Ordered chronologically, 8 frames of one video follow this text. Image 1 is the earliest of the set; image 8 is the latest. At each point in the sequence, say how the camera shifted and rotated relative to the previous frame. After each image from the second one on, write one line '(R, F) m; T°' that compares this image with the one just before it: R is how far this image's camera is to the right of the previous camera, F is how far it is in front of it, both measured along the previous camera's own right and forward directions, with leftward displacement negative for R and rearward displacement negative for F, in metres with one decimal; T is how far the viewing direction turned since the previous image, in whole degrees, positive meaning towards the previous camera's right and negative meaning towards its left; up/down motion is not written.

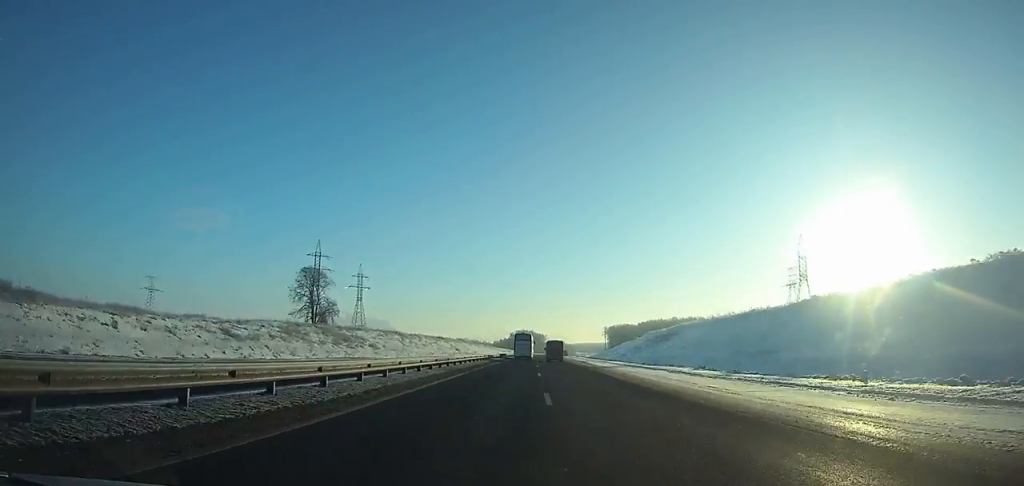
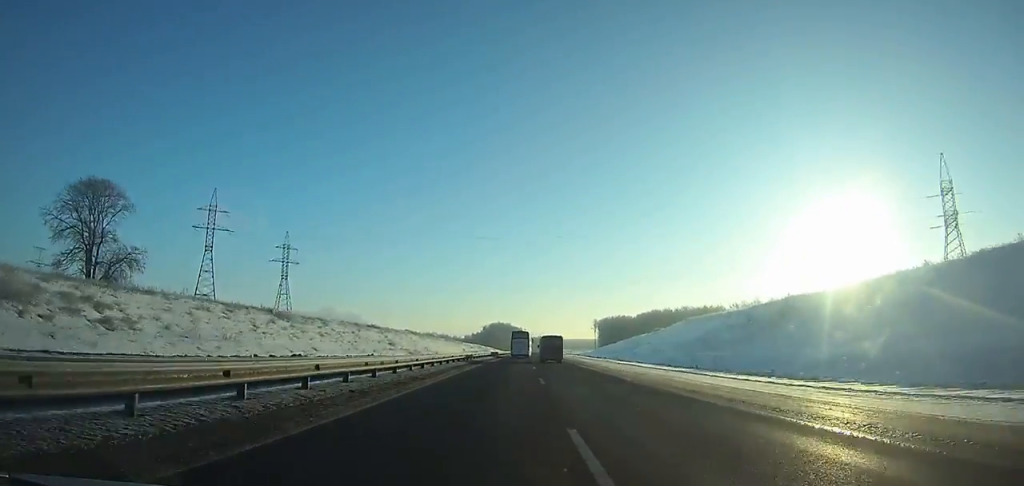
(+1.8, +88.0) m; +2°
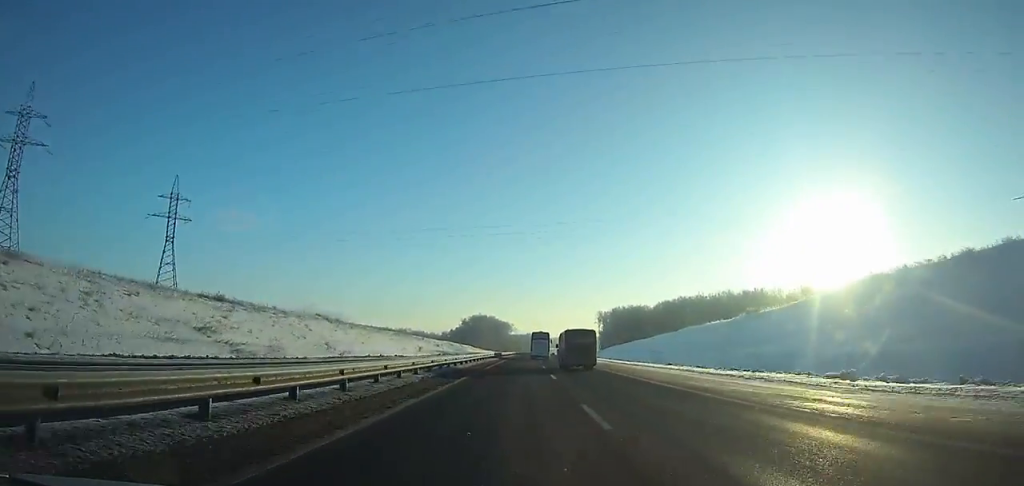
(+0.9, +92.2) m; +1°
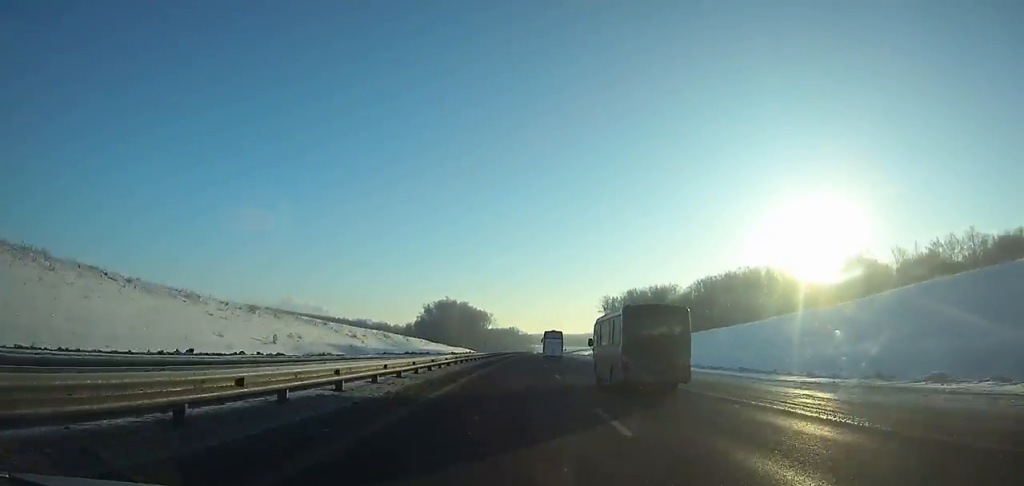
(+1.9, +96.8) m; +2°
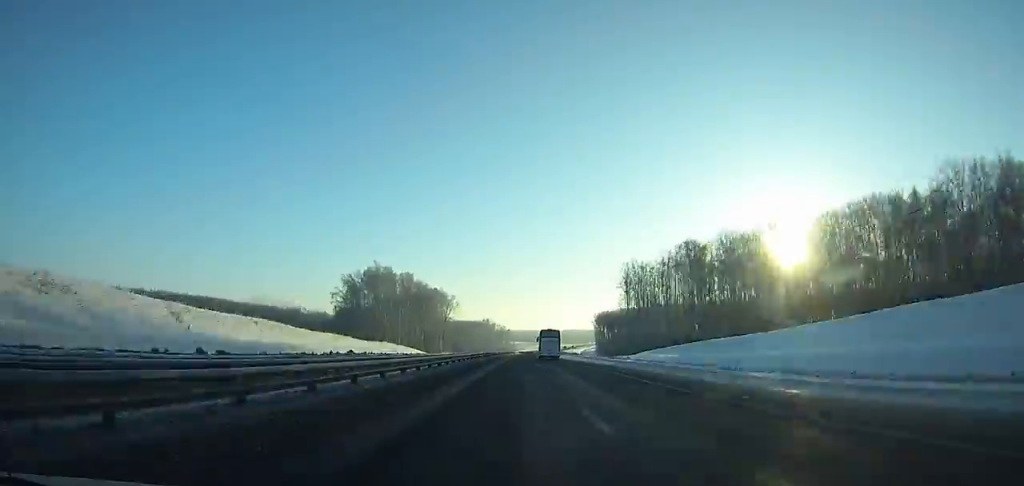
(+2.2, +111.9) m; +2°
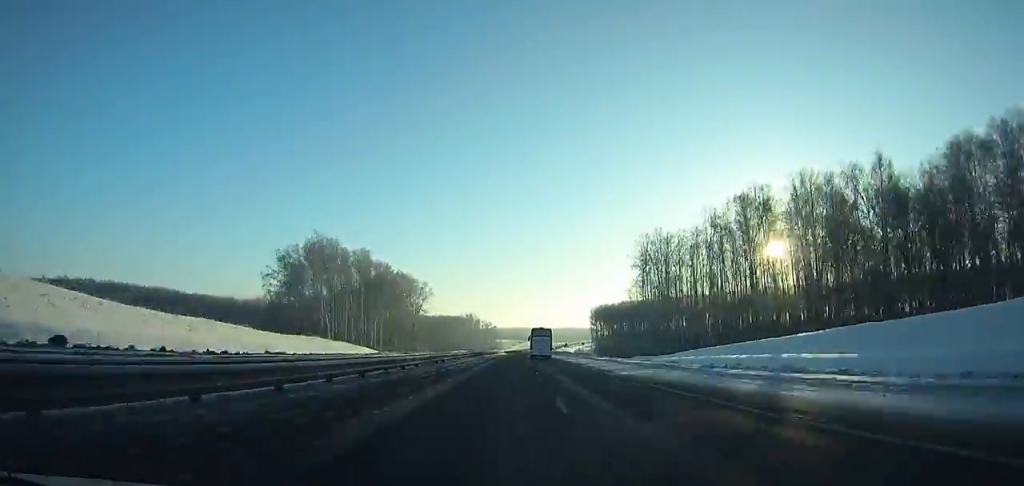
(+0.4, +45.9) m; +1°
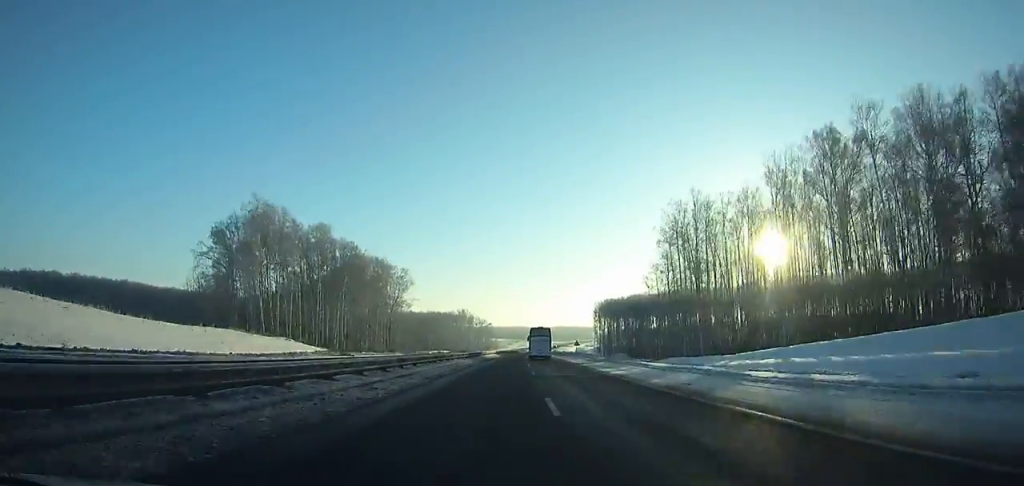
(+0.4, +32.7) m; 0°
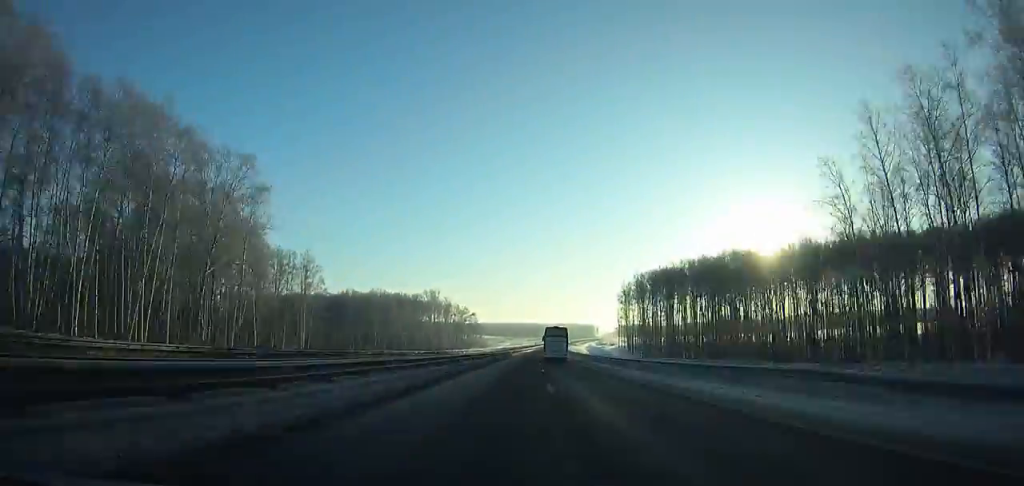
(+0.2, +106.9) m; +1°
